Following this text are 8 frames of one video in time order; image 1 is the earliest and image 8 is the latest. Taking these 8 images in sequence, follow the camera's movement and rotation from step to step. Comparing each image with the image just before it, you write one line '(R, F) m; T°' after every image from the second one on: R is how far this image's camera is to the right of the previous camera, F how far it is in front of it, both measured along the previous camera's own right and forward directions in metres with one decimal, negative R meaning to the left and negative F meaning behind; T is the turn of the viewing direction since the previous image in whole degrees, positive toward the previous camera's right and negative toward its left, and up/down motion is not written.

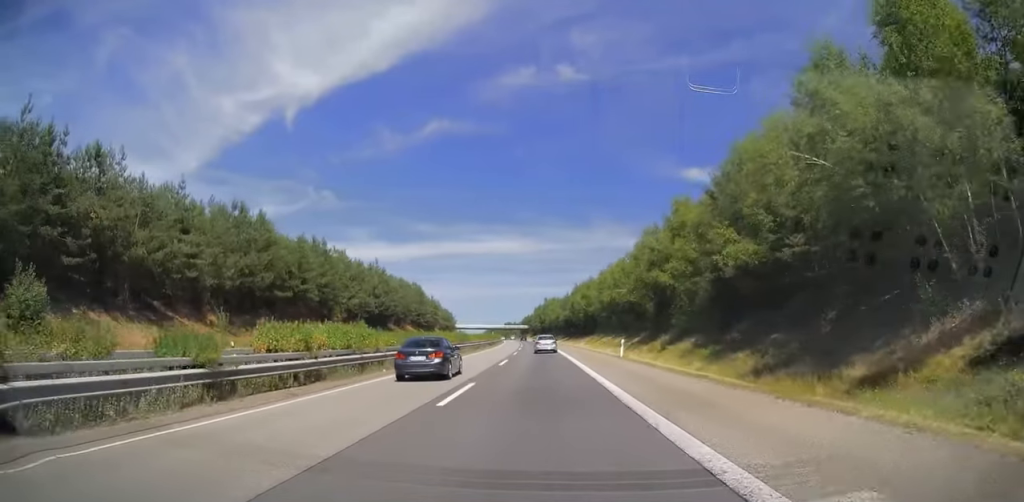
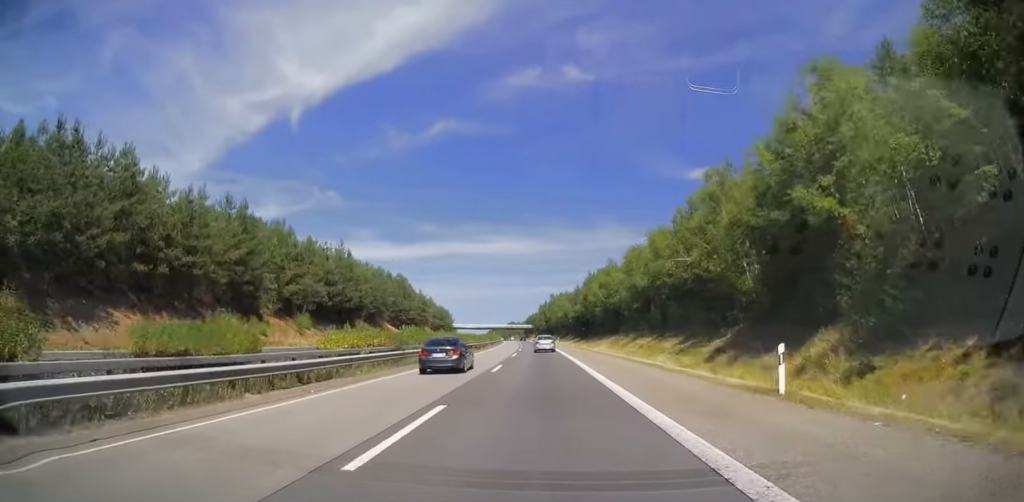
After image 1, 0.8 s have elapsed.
(-0.3, +24.0) m; -1°
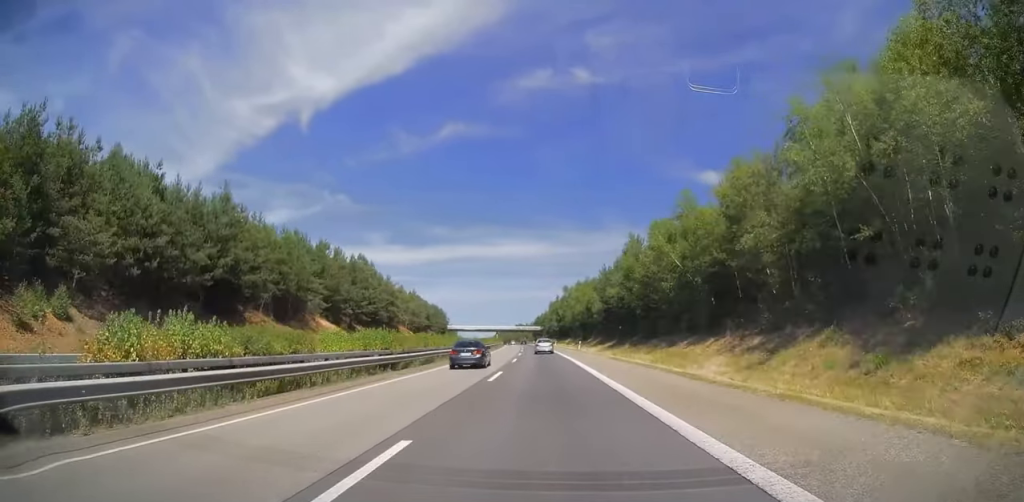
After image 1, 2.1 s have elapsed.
(-0.3, +40.0) m; -1°
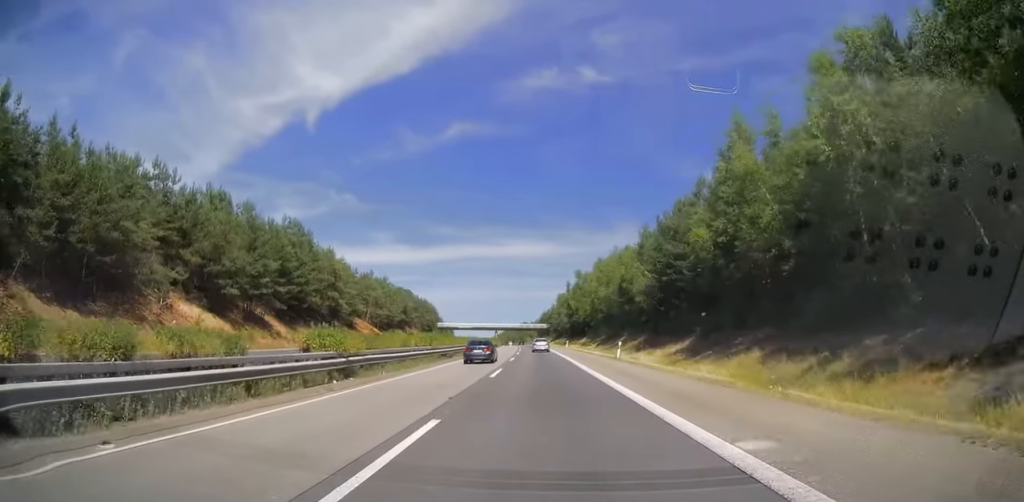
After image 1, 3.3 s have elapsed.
(-0.2, +34.0) m; -1°
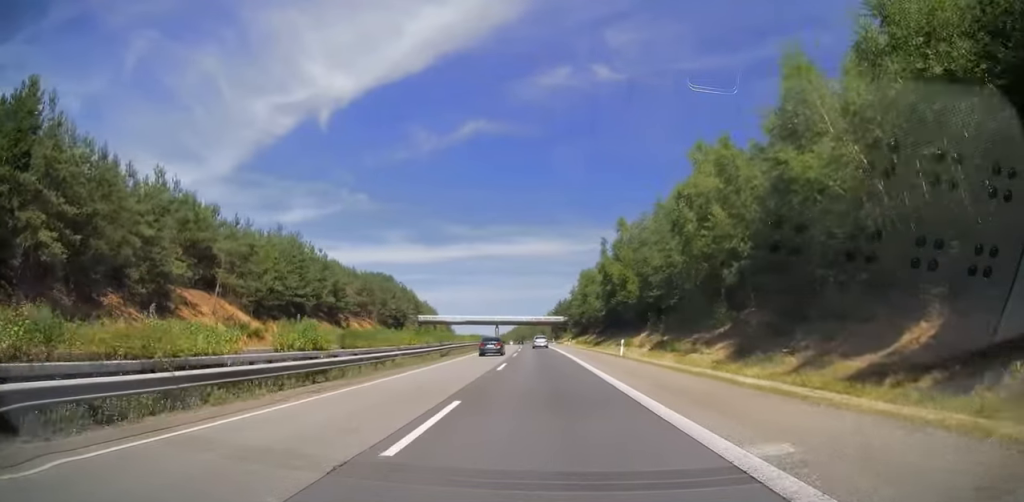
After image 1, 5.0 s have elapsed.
(-0.6, +51.5) m; -1°
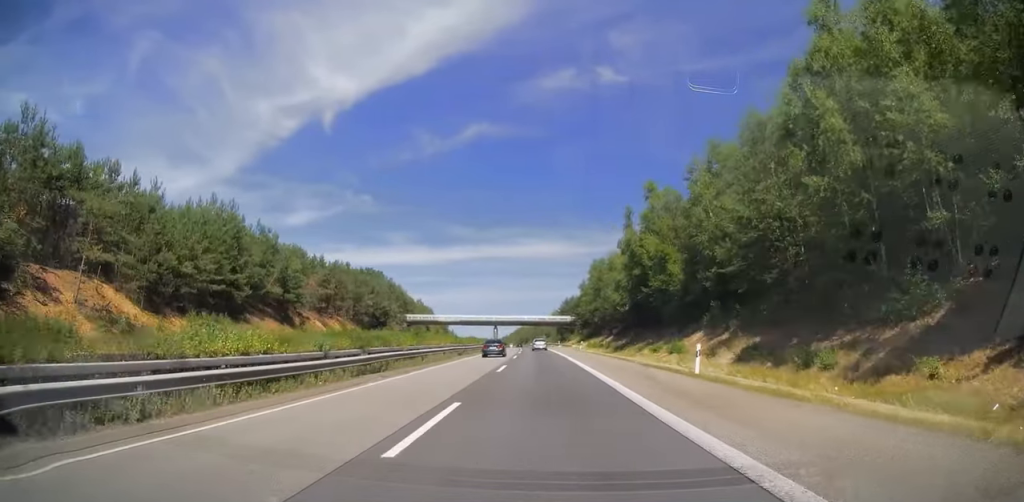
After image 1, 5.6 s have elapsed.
(0.0, +18.0) m; 0°
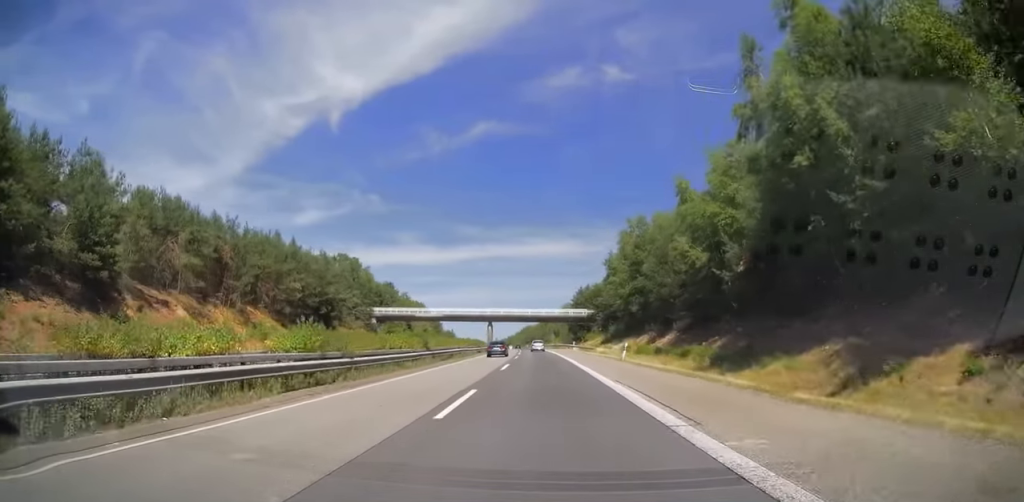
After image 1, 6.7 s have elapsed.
(-0.3, +32.5) m; -1°
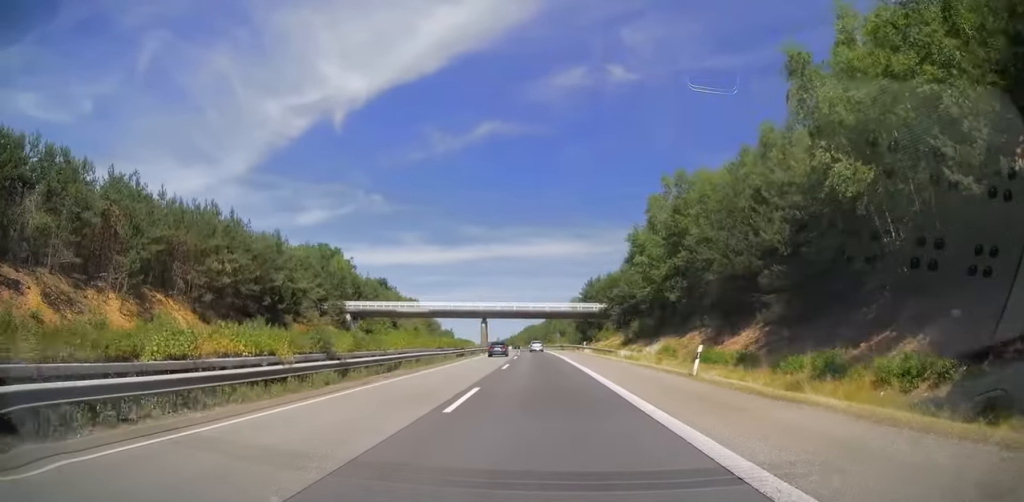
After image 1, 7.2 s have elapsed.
(-0.1, +17.0) m; 0°
